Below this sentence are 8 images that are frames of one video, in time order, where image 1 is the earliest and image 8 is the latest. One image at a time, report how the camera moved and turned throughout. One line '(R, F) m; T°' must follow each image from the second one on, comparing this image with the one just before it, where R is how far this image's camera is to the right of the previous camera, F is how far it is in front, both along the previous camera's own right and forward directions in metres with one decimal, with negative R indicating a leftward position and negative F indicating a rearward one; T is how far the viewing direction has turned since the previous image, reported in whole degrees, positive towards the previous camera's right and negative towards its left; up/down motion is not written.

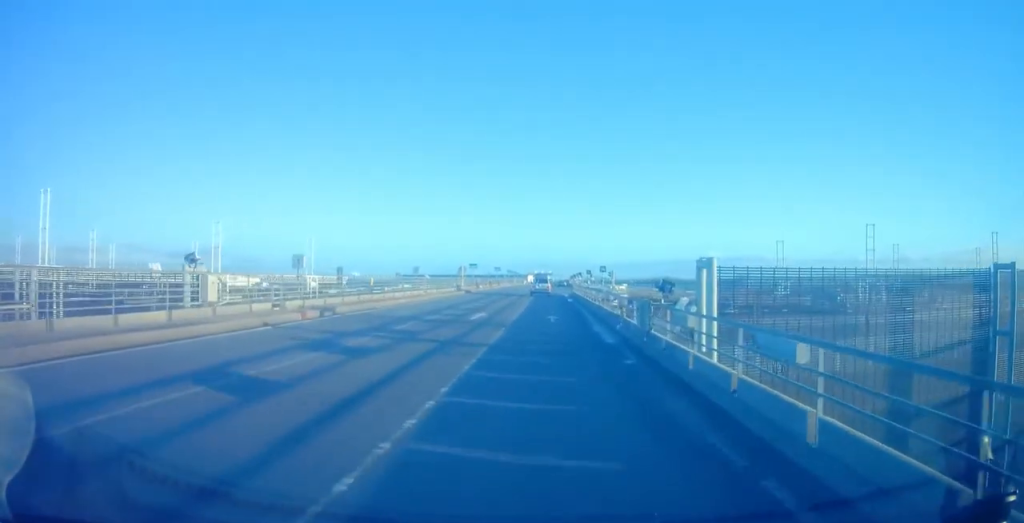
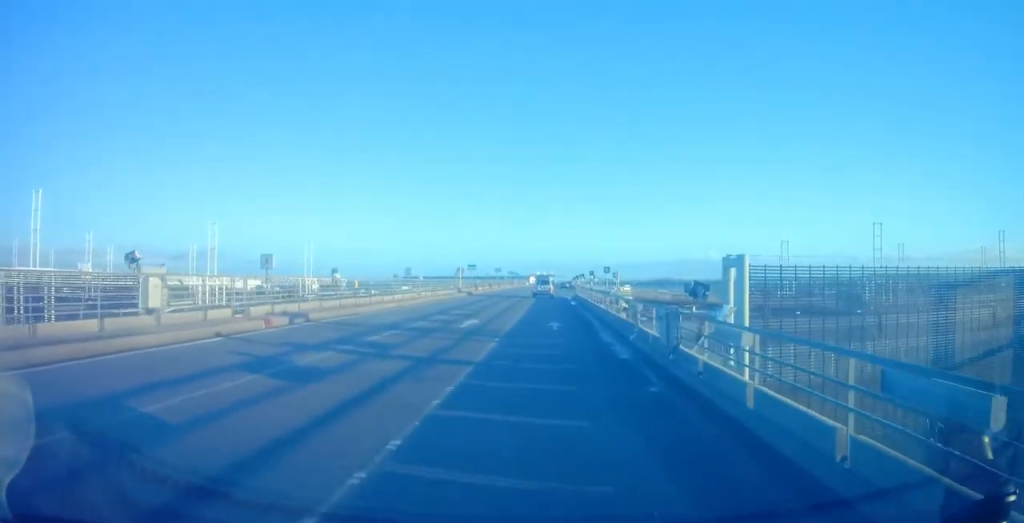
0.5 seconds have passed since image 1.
(-0.1, +2.9) m; 0°
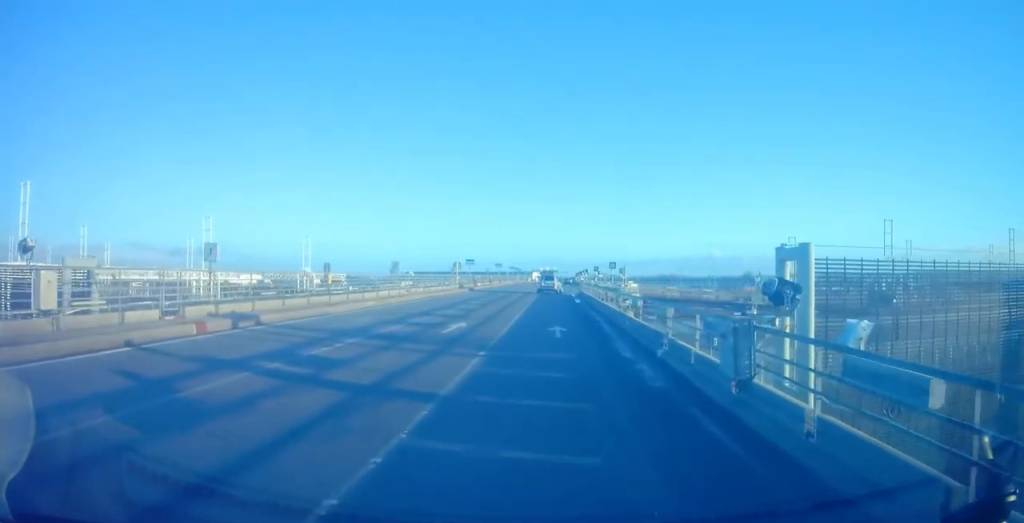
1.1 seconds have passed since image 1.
(-0.1, +3.9) m; -1°
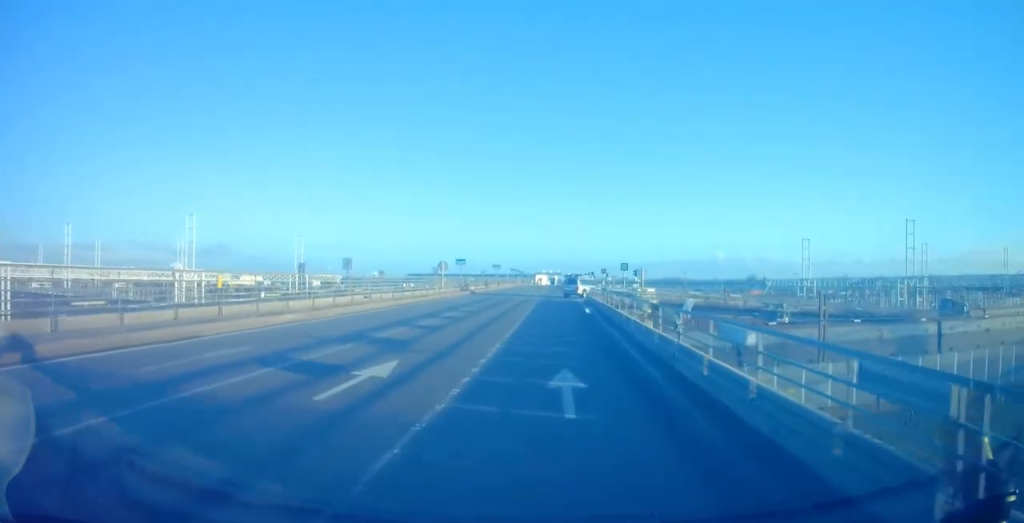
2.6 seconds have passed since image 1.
(-0.4, +9.1) m; -4°
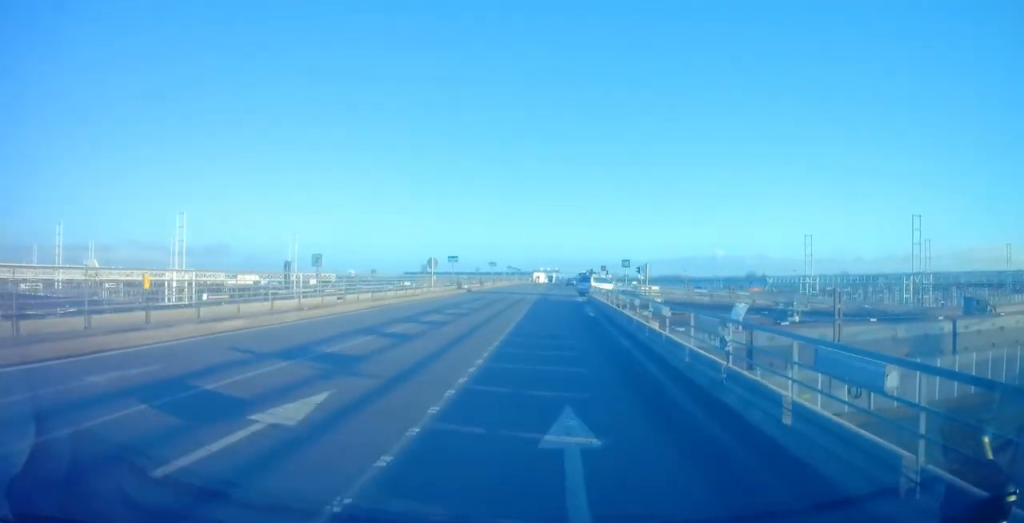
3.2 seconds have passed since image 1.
(-0.1, +3.4) m; +1°
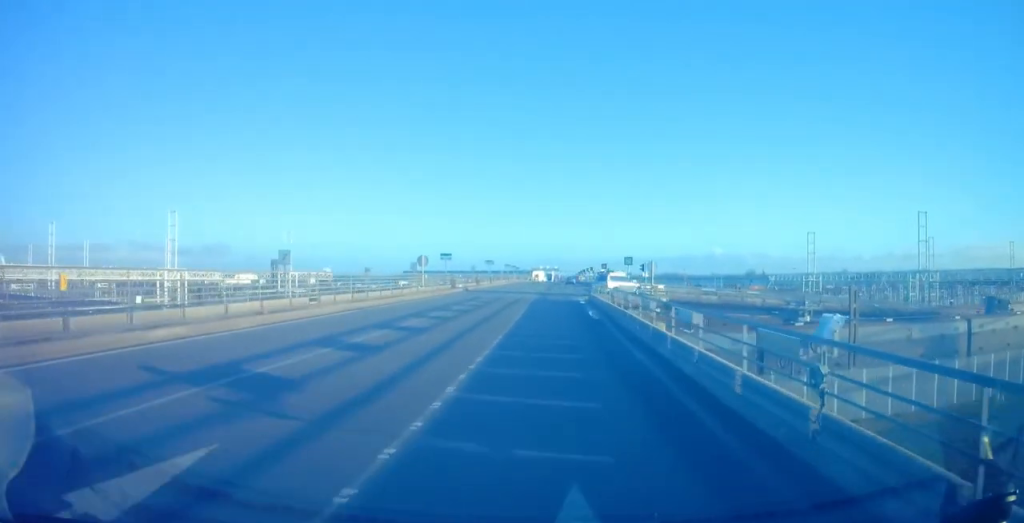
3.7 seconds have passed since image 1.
(+0.3, +3.0) m; +3°
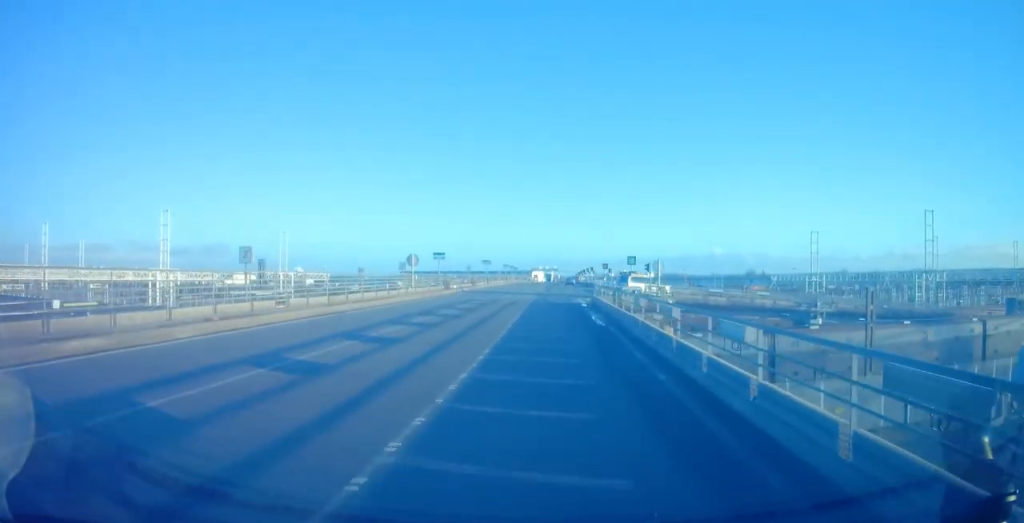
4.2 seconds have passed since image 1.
(+0.1, +3.0) m; +1°
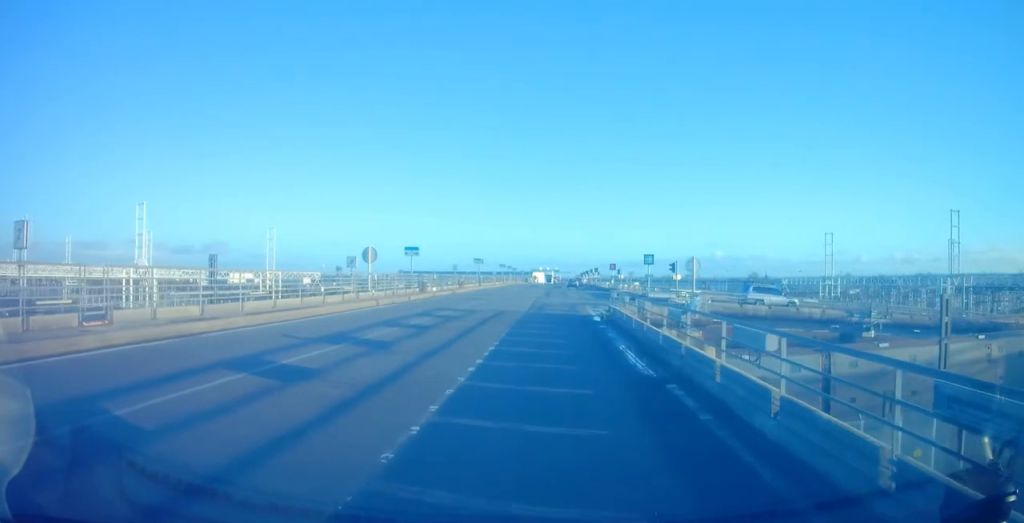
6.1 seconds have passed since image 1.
(-0.7, +10.0) m; -6°
